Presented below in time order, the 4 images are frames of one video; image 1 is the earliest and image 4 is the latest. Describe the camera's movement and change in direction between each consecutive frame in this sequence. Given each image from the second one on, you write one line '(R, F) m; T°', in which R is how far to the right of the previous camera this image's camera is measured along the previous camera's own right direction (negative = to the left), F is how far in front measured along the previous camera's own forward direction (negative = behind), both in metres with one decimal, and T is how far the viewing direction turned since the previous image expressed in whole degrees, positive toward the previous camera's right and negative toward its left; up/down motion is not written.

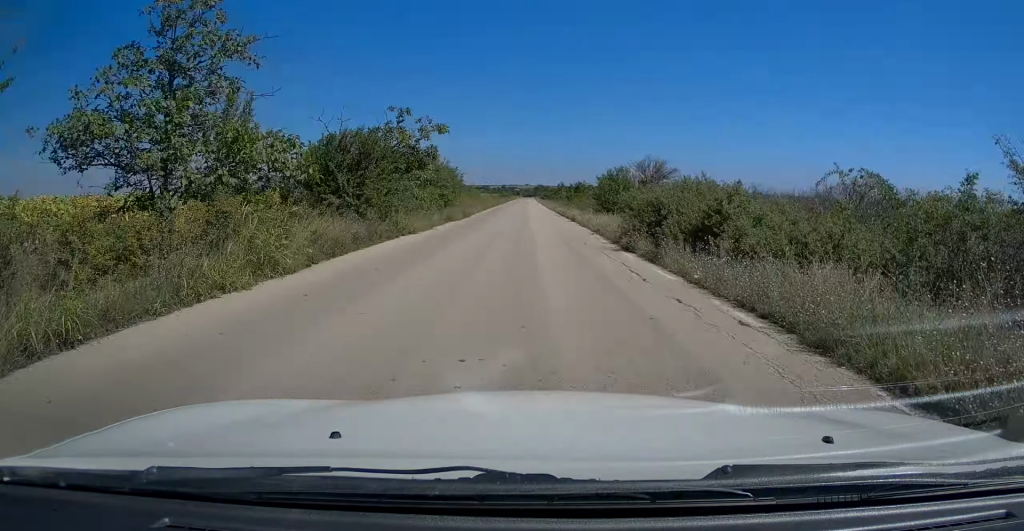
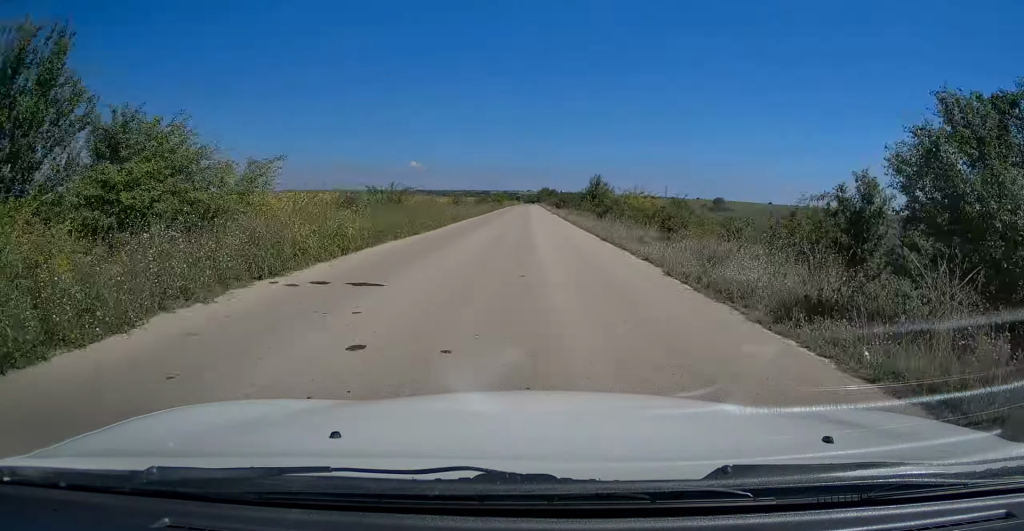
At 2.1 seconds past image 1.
(+0.1, +53.3) m; 0°
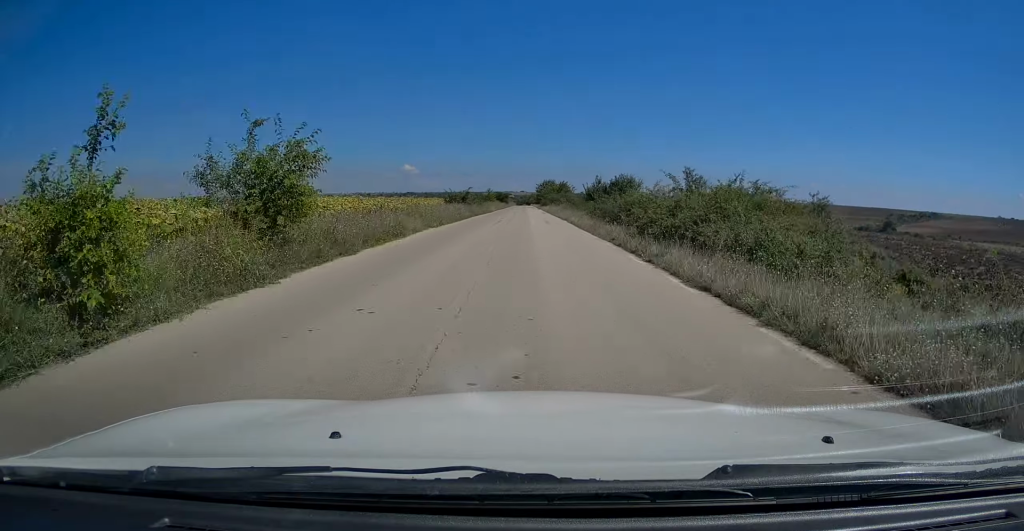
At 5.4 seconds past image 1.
(-0.1, +83.6) m; 0°
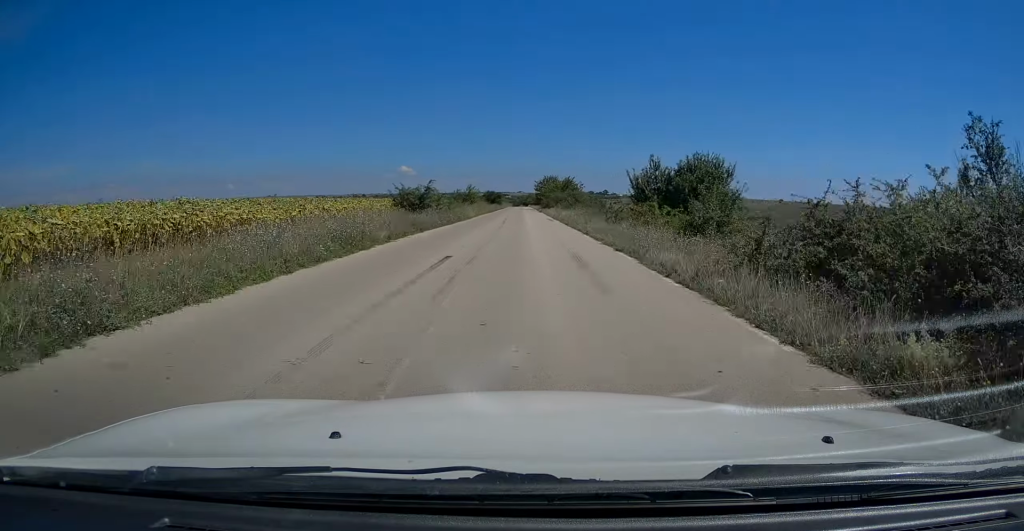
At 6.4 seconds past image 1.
(0.0, +23.6) m; 0°
